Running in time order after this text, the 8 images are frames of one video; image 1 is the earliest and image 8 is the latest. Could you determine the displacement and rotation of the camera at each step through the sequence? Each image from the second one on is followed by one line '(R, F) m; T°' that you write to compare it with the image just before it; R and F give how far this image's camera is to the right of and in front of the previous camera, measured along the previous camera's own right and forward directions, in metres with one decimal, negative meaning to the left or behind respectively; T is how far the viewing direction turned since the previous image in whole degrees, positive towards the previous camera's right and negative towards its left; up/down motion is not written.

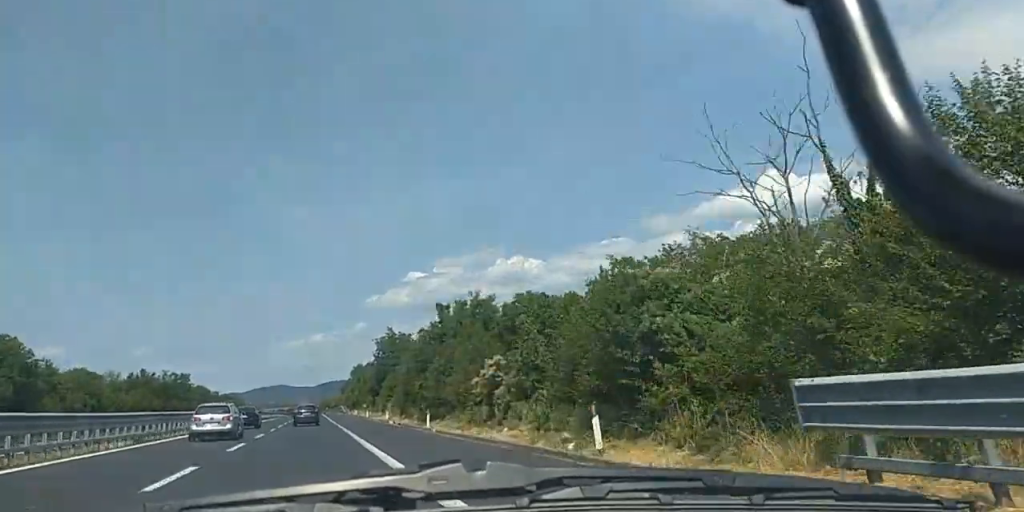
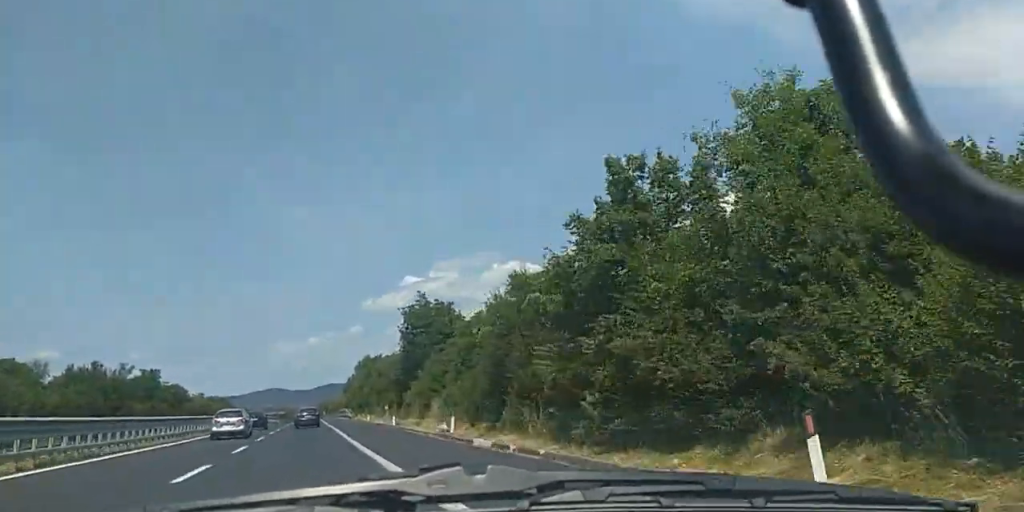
(-0.1, +32.7) m; 0°
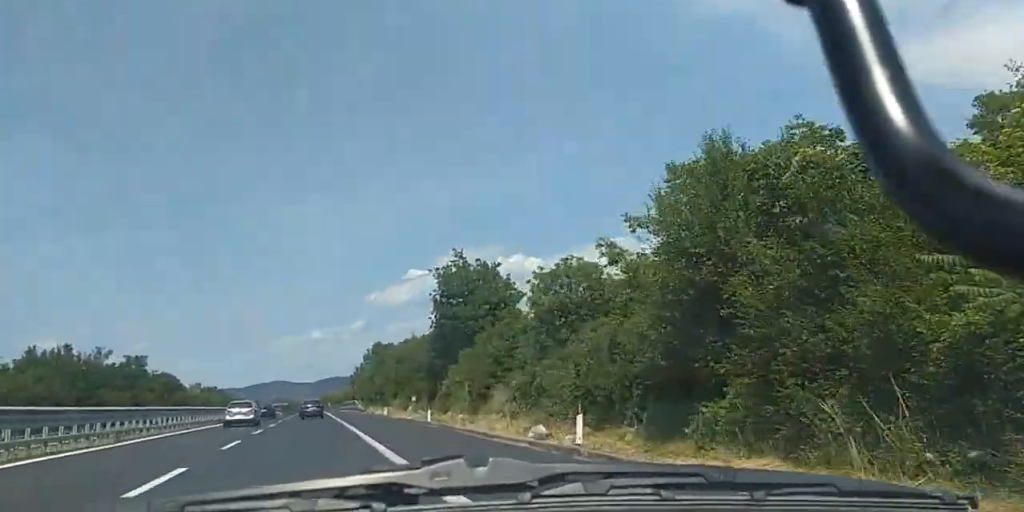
(+0.1, +16.3) m; 0°
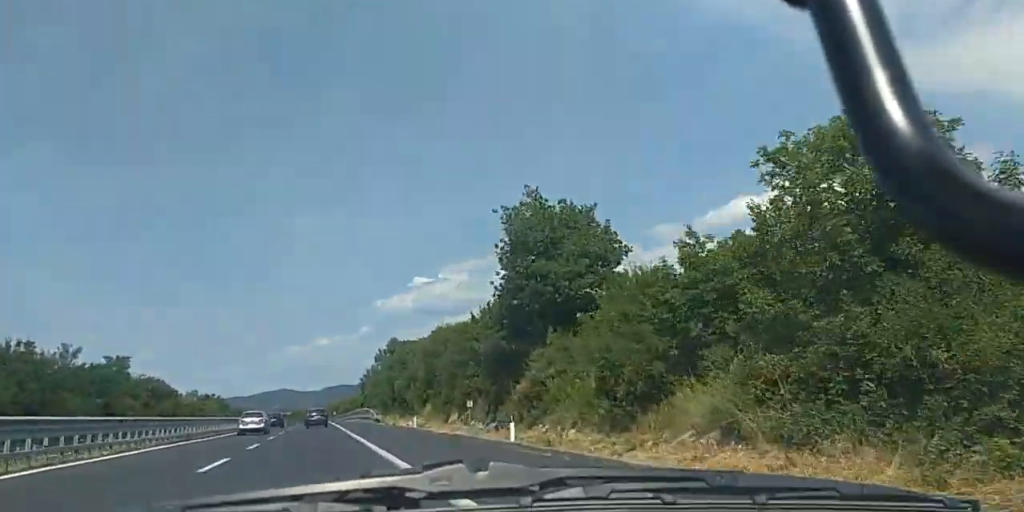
(-0.1, +16.3) m; 0°
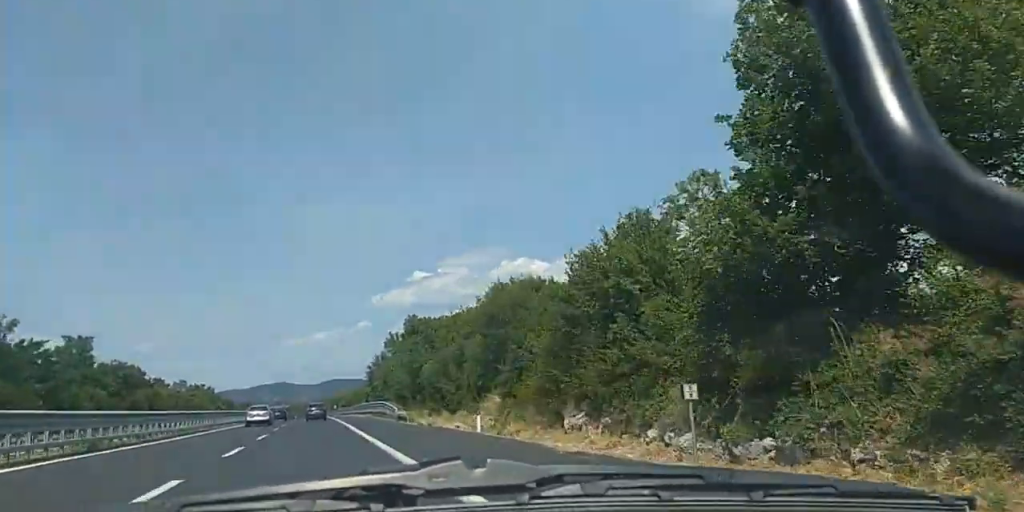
(-0.1, +20.0) m; 0°
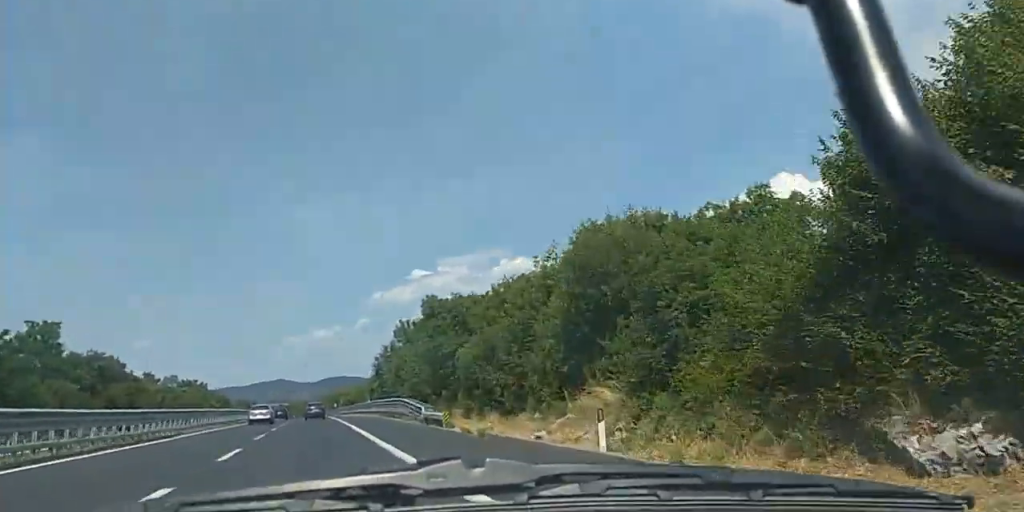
(+0.1, +13.3) m; 0°
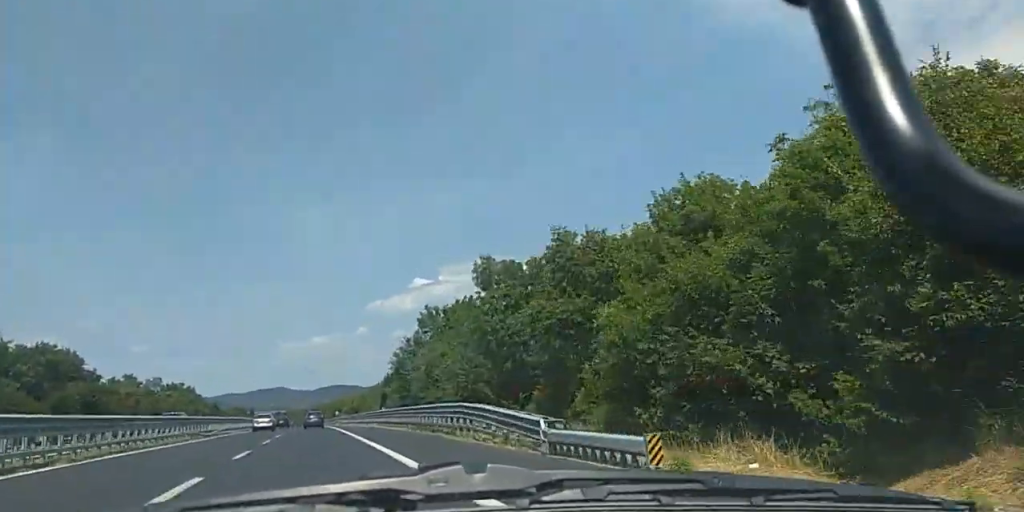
(+0.1, +20.9) m; 0°
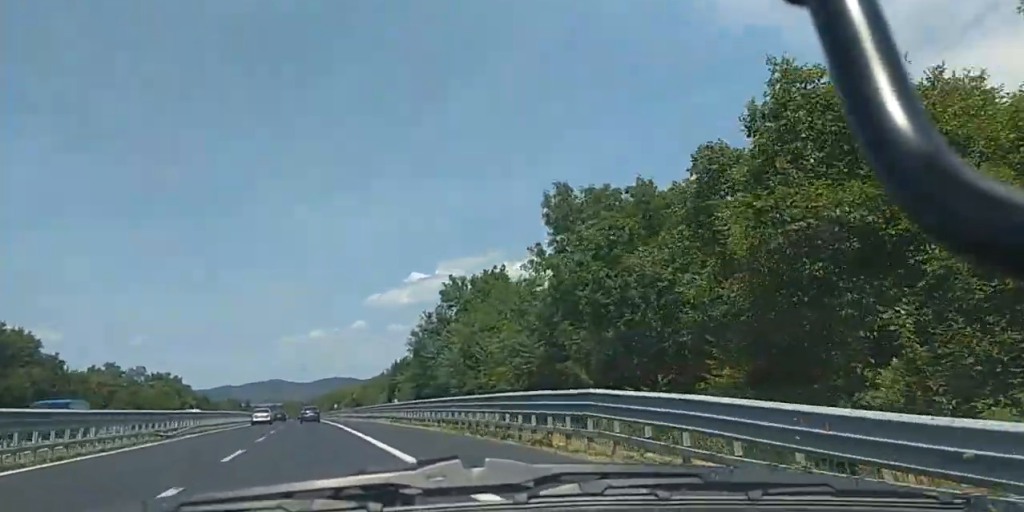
(+0.1, +14.2) m; 0°
